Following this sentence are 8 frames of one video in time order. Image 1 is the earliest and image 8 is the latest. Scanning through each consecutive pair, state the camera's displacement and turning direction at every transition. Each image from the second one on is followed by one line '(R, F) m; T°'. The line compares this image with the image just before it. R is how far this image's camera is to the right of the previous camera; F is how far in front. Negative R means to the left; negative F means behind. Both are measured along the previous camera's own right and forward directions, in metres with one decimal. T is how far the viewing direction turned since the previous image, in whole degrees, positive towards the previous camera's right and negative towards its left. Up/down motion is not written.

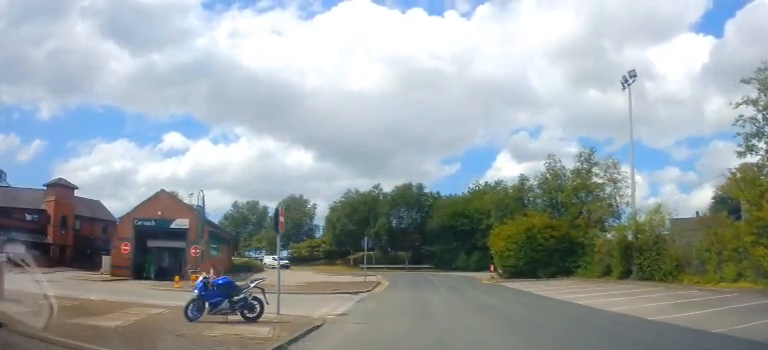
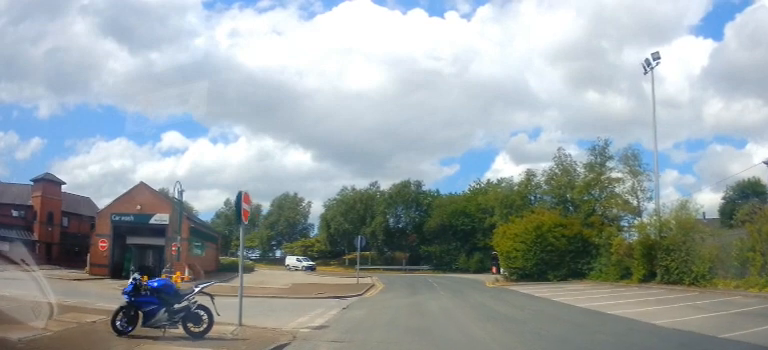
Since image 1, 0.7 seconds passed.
(0.0, +2.8) m; -1°
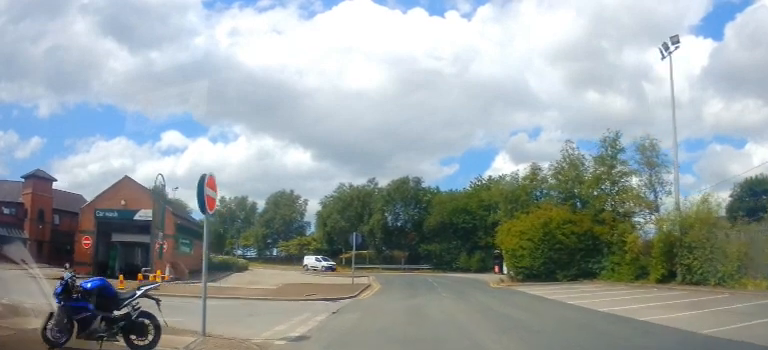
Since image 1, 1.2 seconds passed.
(-0.1, +1.8) m; 0°
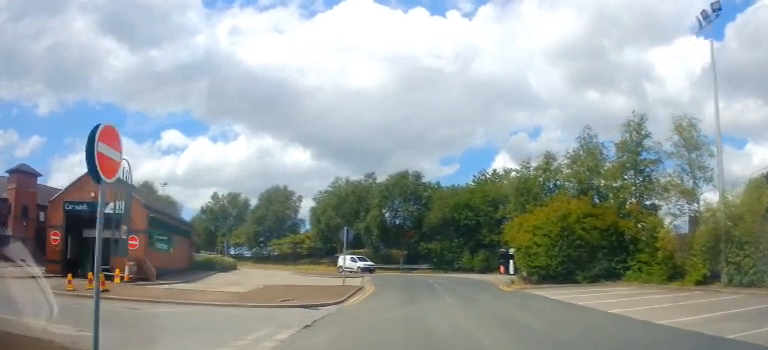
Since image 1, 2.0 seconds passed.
(+0.1, +3.2) m; +2°
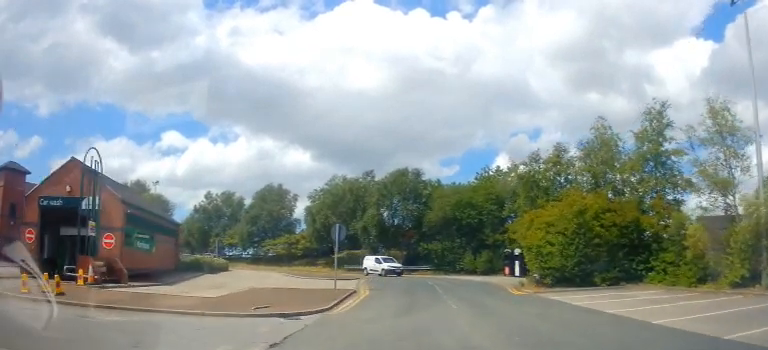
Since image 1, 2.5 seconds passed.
(+0.1, +2.4) m; +2°
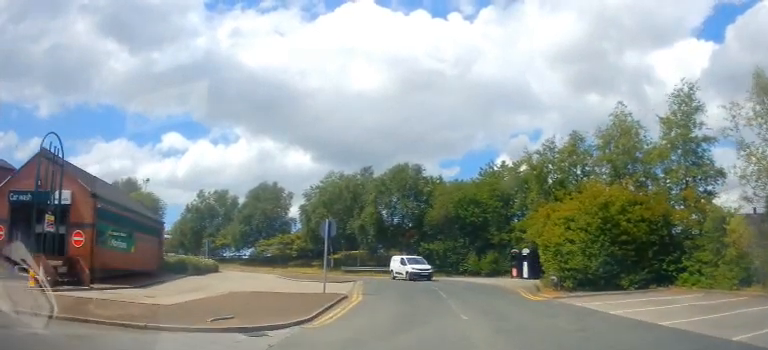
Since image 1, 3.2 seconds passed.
(0.0, +2.7) m; 0°
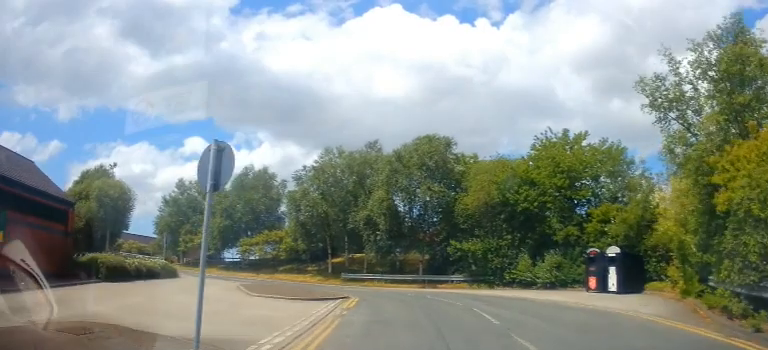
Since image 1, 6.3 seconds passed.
(-0.4, +12.7) m; -4°
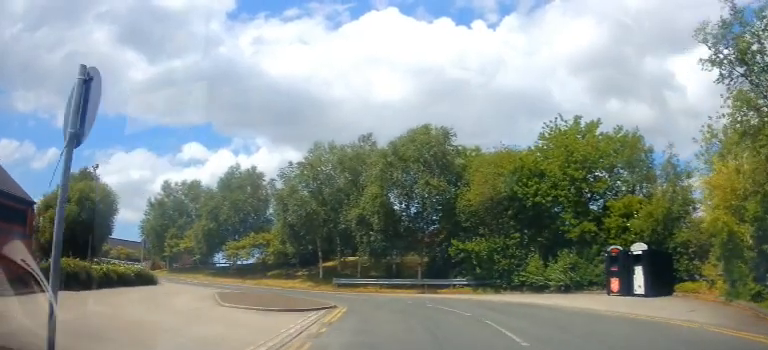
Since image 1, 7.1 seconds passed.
(+0.1, +3.0) m; +3°
